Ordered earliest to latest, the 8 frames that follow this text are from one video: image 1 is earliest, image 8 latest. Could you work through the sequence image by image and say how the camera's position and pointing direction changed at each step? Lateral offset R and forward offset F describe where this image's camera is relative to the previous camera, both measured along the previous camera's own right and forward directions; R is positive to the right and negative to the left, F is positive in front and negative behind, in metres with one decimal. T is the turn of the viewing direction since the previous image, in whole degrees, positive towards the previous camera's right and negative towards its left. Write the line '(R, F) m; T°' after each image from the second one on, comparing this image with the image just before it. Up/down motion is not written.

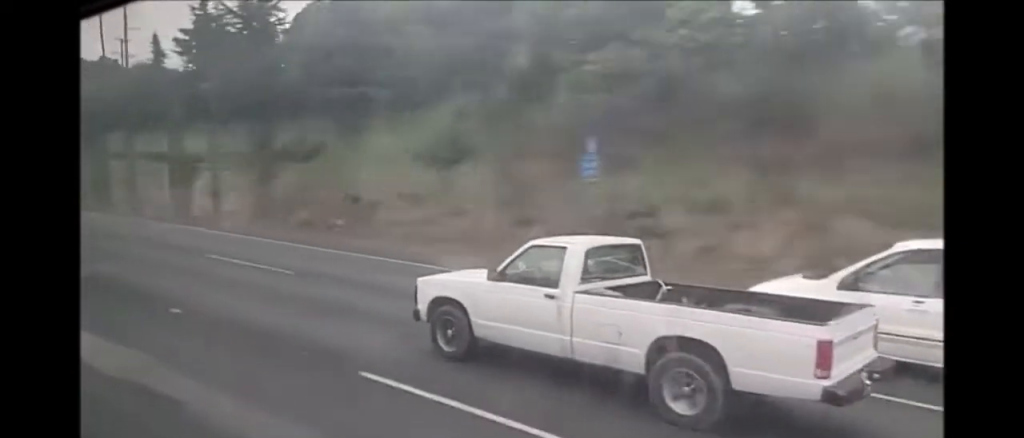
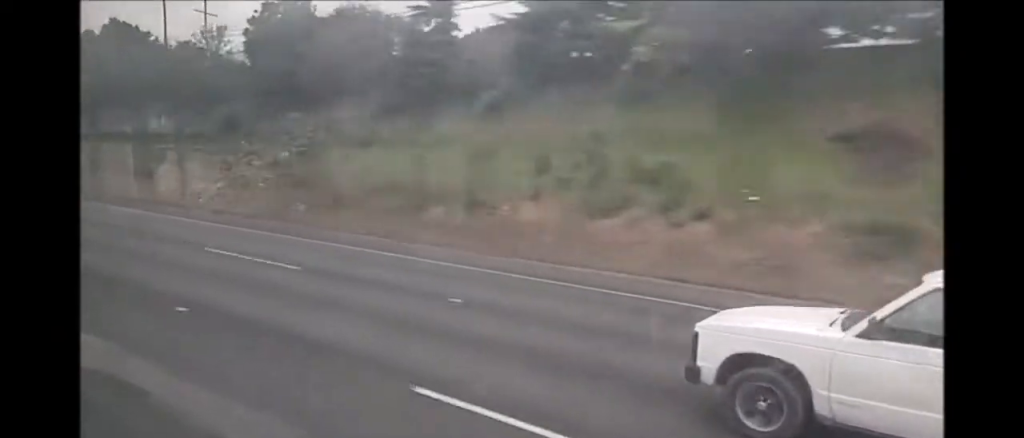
(+0.1, +28.9) m; 0°
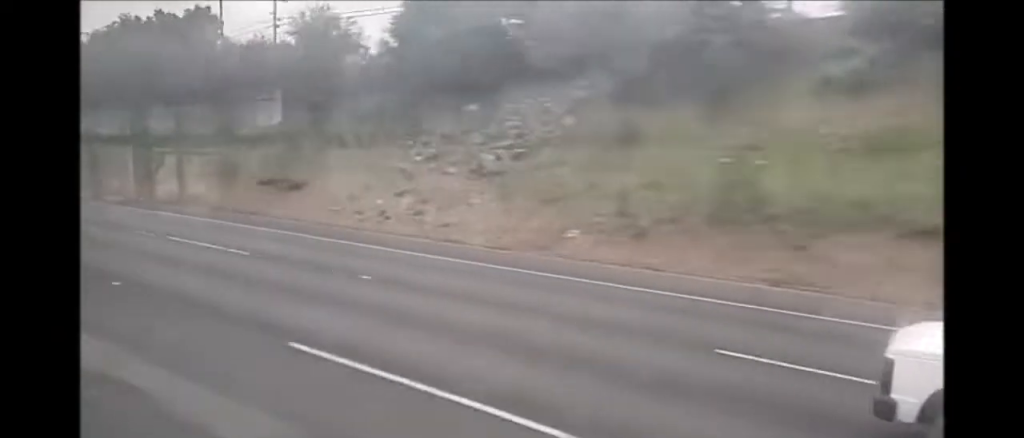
(0.0, +13.4) m; 0°
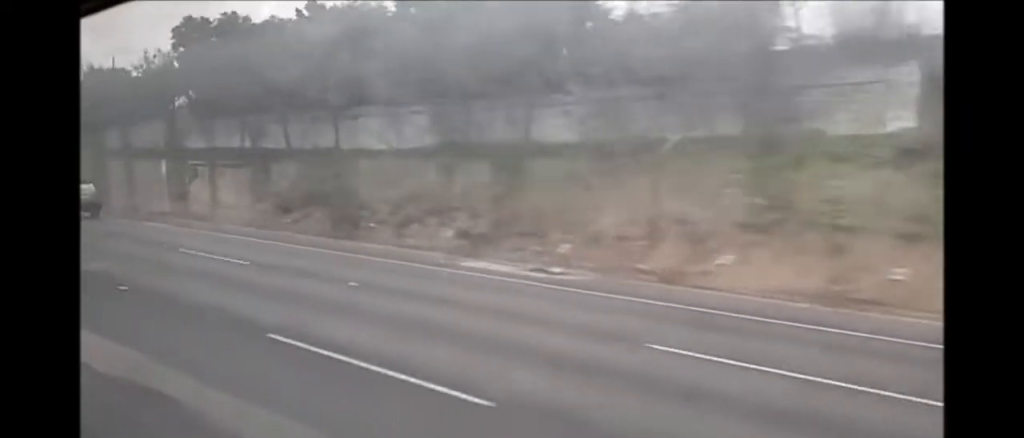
(0.0, +26.5) m; 0°
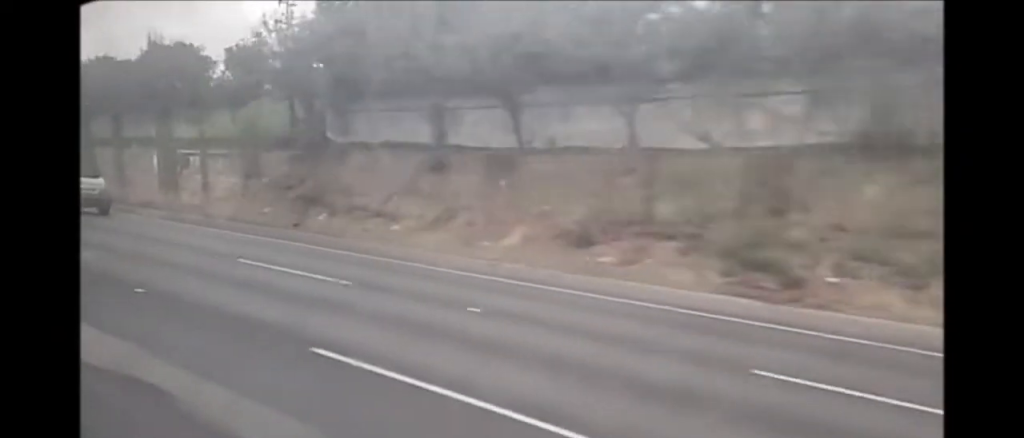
(0.0, +16.0) m; 0°
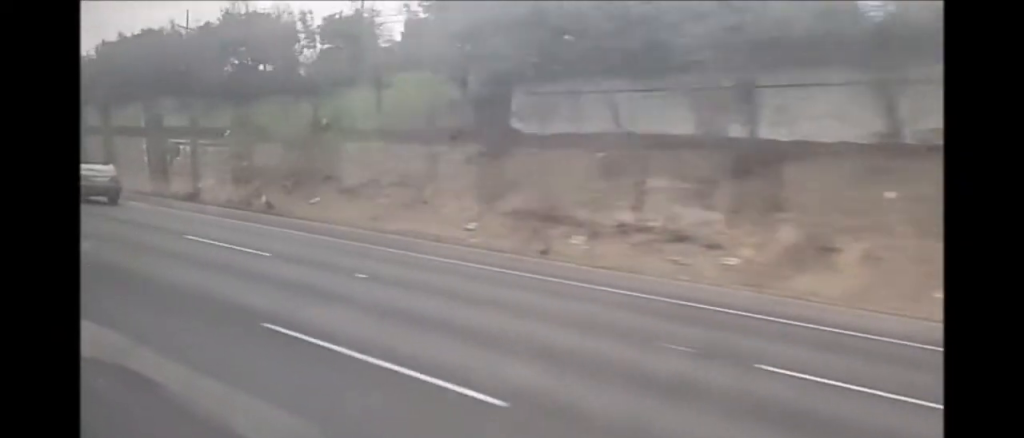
(0.0, +13.2) m; 0°
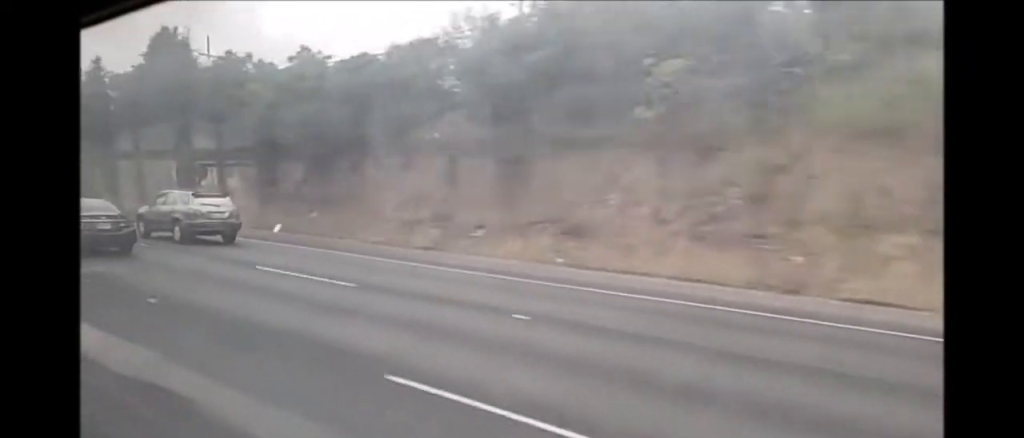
(+0.2, +44.6) m; +1°
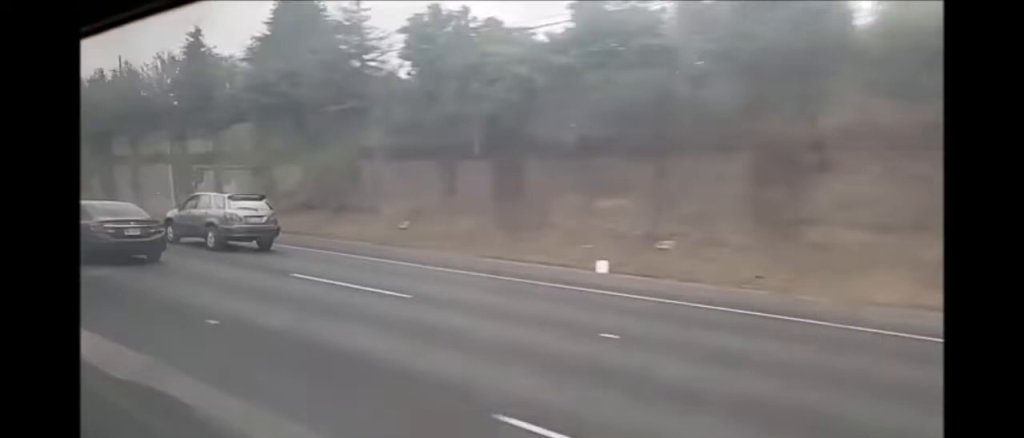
(+0.1, +16.2) m; 0°
